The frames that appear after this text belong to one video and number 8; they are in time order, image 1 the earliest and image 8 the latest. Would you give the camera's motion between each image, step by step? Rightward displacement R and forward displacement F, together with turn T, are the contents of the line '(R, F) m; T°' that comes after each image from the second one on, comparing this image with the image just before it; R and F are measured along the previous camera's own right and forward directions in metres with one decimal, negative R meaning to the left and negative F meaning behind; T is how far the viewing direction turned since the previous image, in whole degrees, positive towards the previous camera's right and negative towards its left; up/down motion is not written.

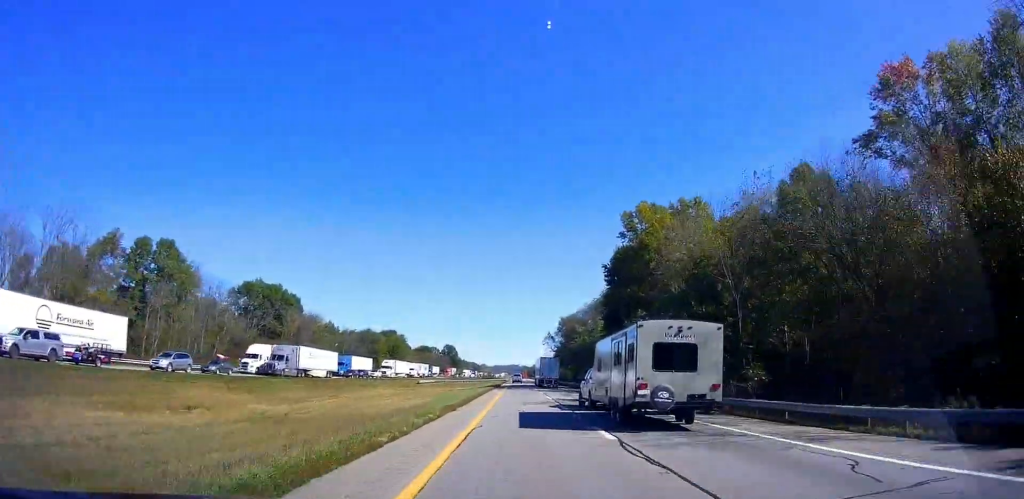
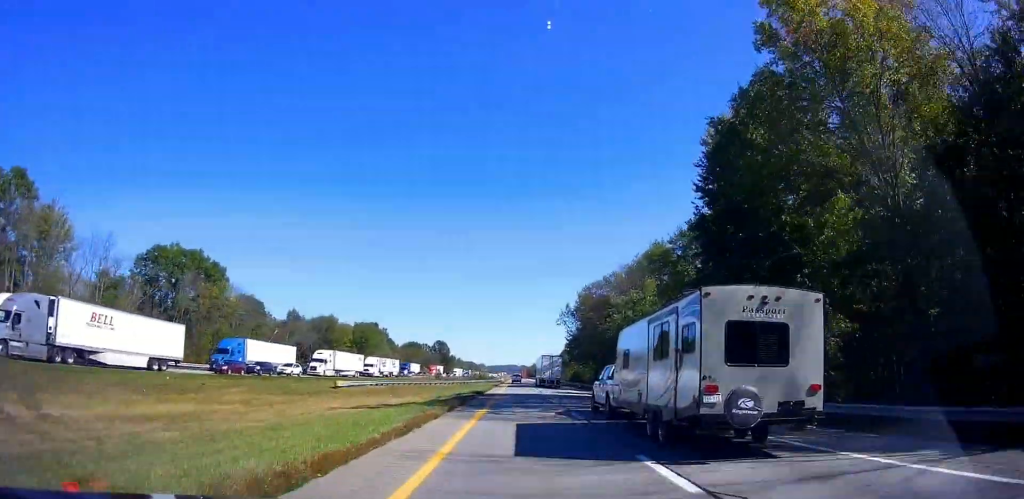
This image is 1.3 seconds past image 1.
(+0.3, +41.9) m; +2°
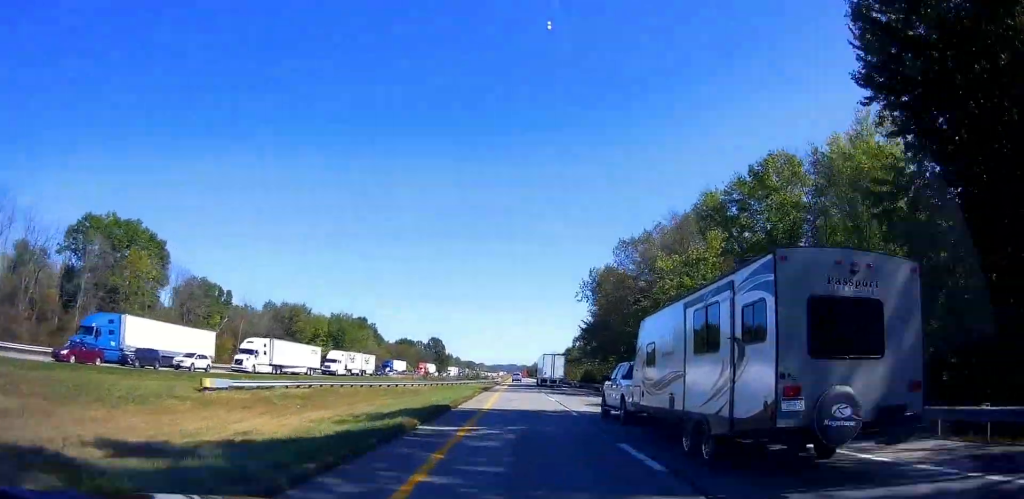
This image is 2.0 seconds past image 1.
(+0.6, +22.5) m; 0°
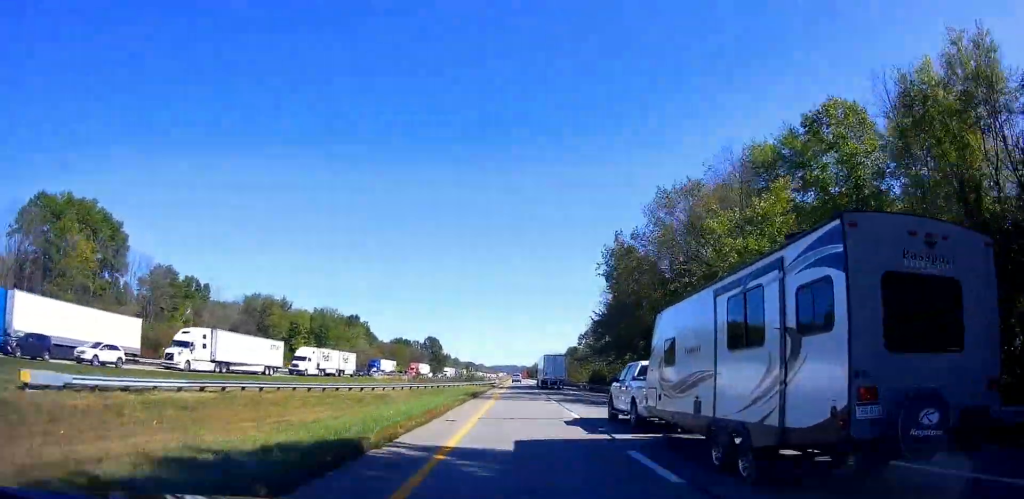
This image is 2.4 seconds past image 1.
(-0.1, +12.9) m; 0°
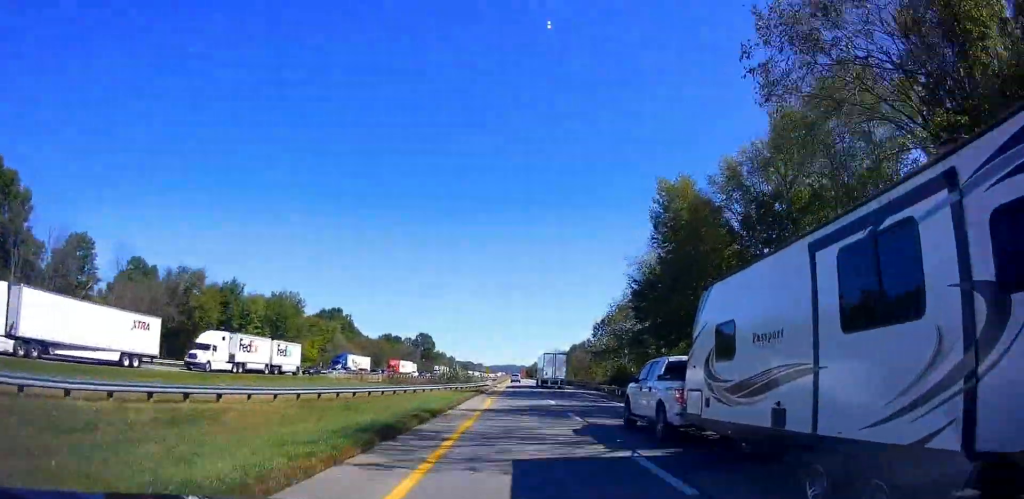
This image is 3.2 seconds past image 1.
(-0.5, +23.6) m; -1°
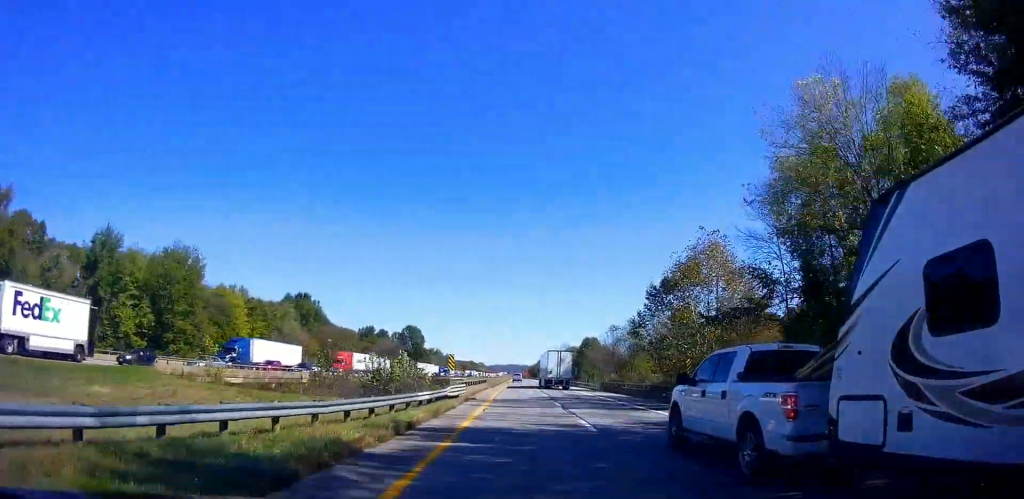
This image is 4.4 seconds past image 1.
(0.0, +39.8) m; 0°
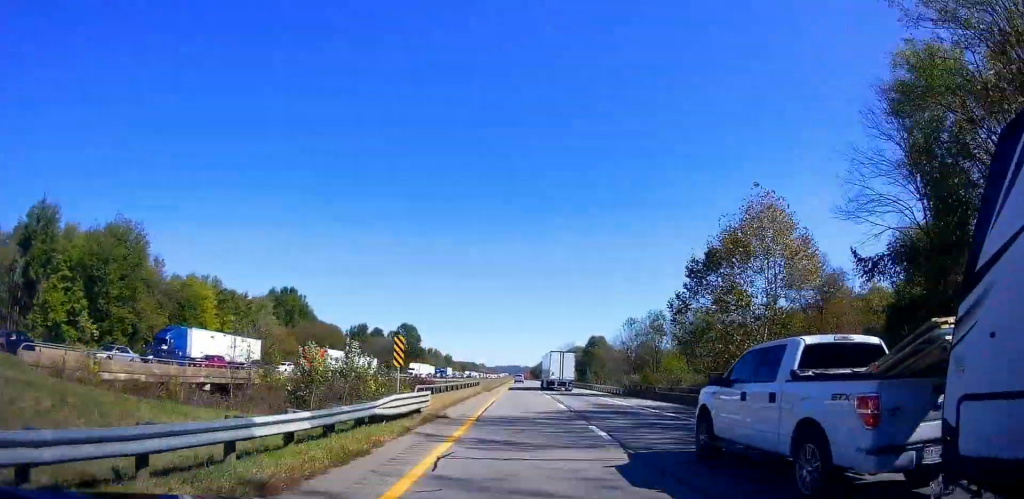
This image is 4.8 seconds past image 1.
(0.0, +13.9) m; 0°
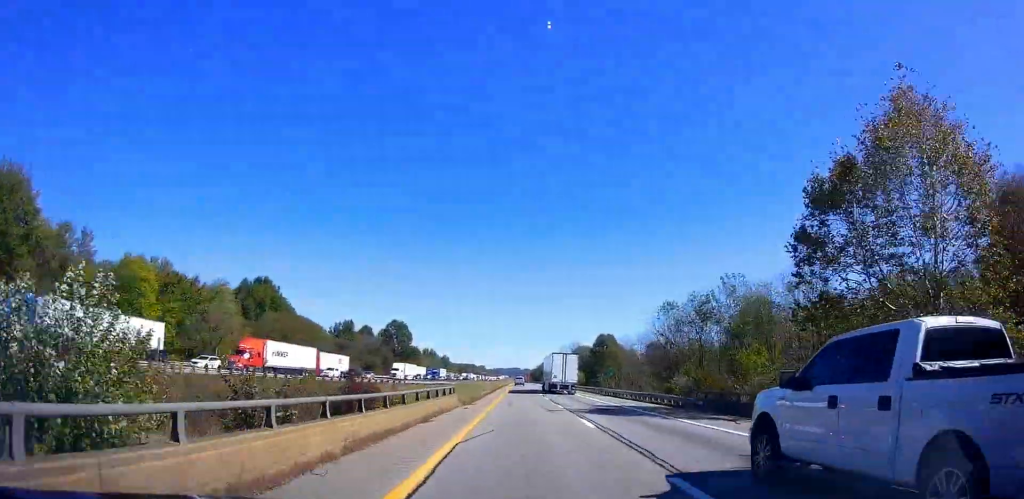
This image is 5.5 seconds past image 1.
(0.0, +20.4) m; 0°
